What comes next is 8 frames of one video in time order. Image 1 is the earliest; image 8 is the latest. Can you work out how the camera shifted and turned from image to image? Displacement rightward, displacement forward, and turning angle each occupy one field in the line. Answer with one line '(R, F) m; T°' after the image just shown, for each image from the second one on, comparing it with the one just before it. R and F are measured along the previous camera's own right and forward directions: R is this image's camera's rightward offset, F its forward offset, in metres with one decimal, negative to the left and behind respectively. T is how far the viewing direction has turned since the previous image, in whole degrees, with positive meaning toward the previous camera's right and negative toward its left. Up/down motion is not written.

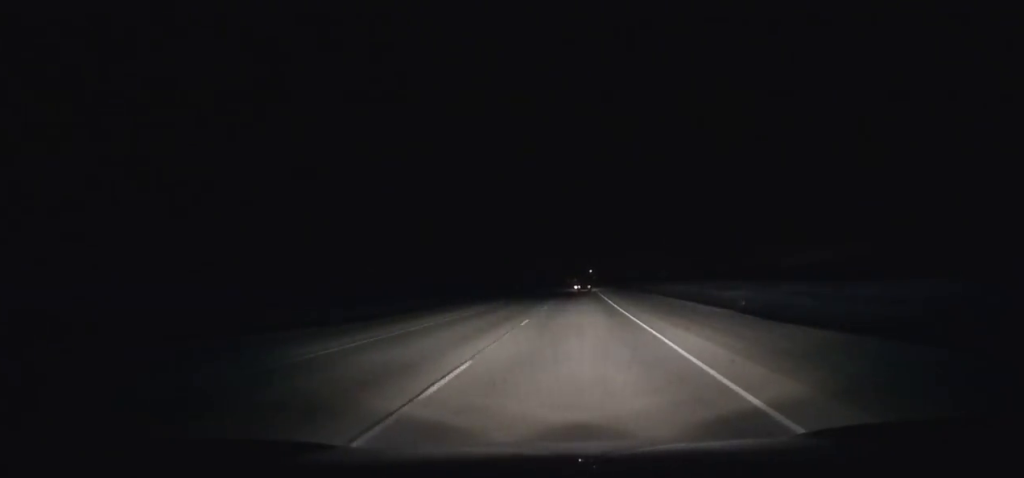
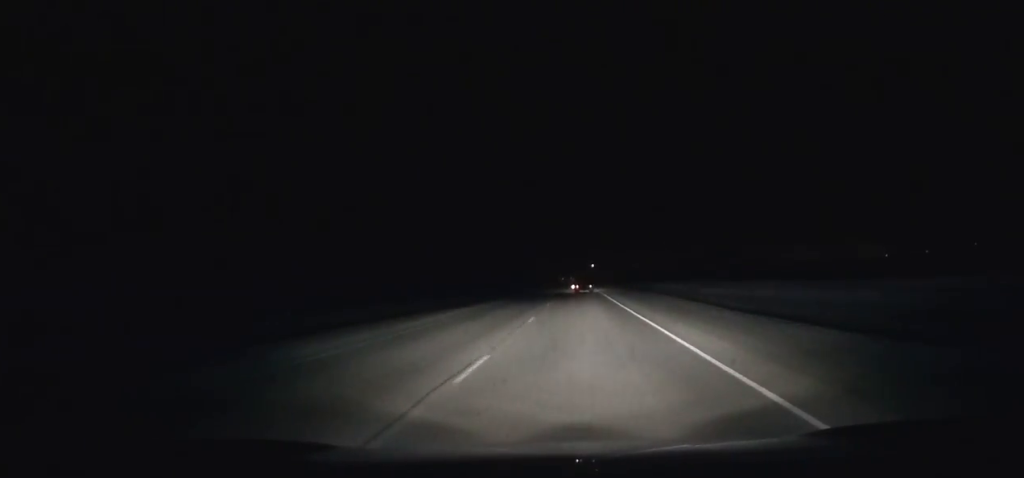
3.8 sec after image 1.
(-0.6, +94.9) m; -1°
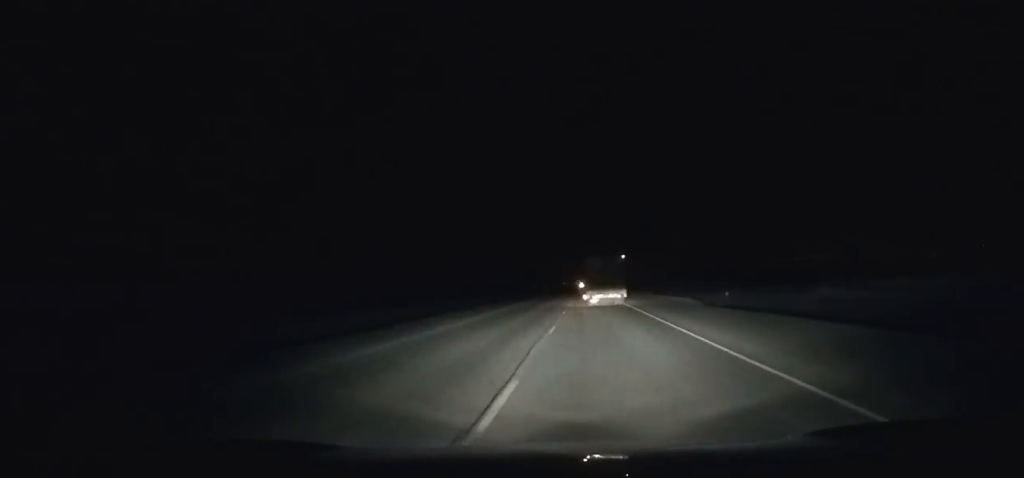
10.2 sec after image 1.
(-0.5, +165.2) m; -1°
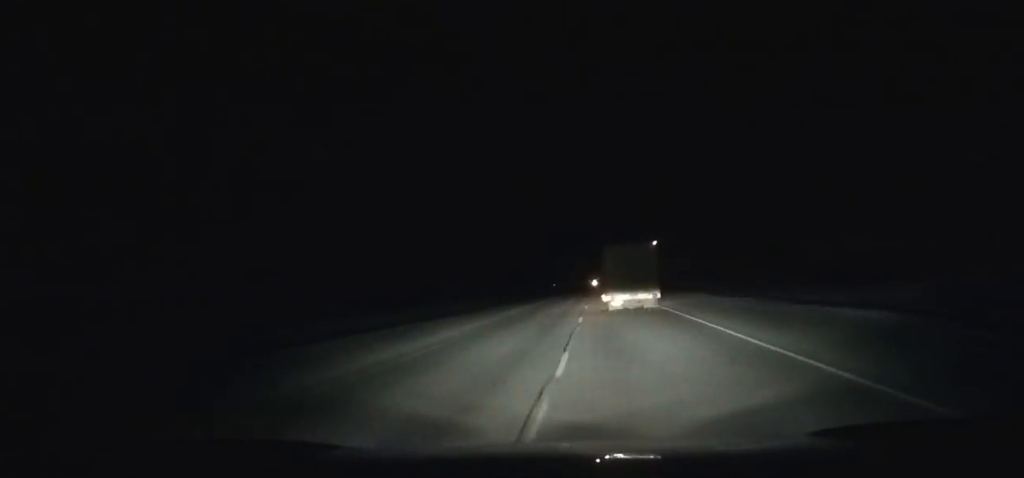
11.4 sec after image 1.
(-0.4, +33.0) m; 0°
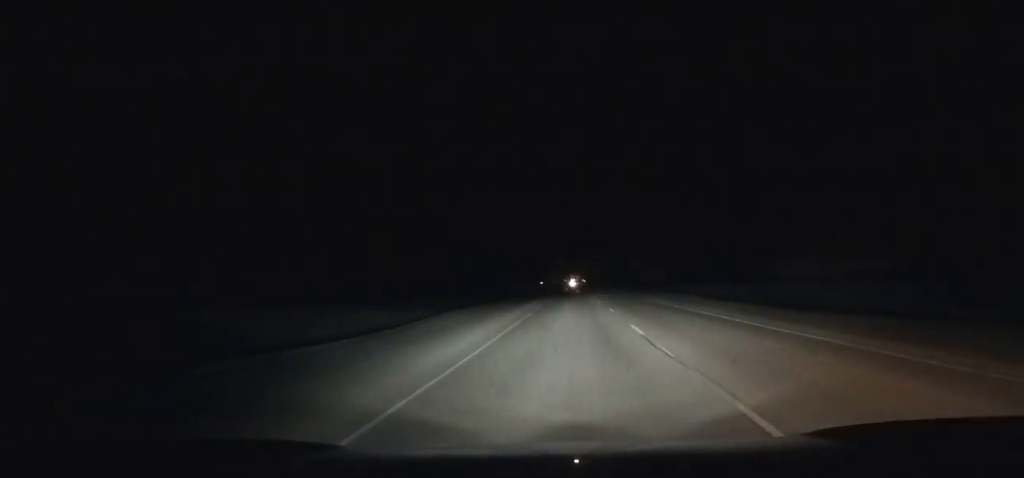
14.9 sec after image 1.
(+1.0, +98.2) m; +2°
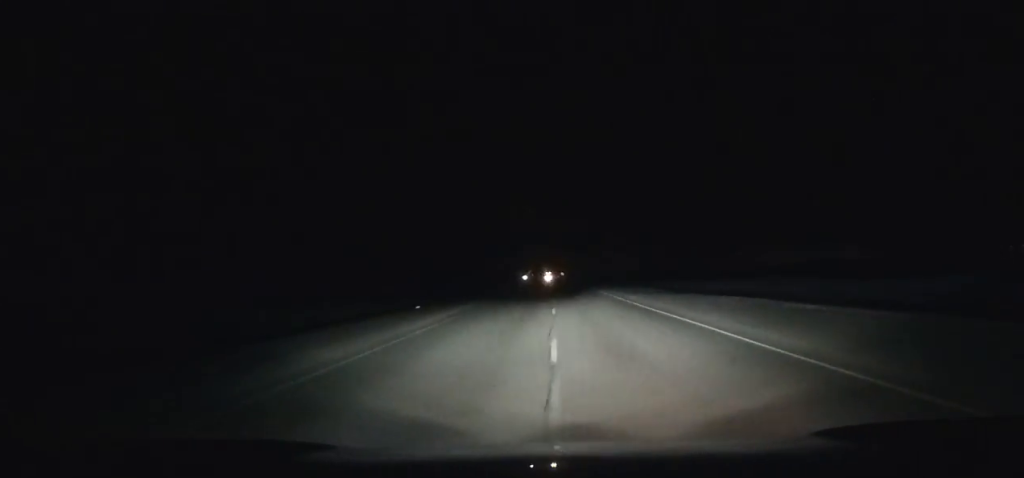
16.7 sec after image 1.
(+0.5, +51.5) m; 0°
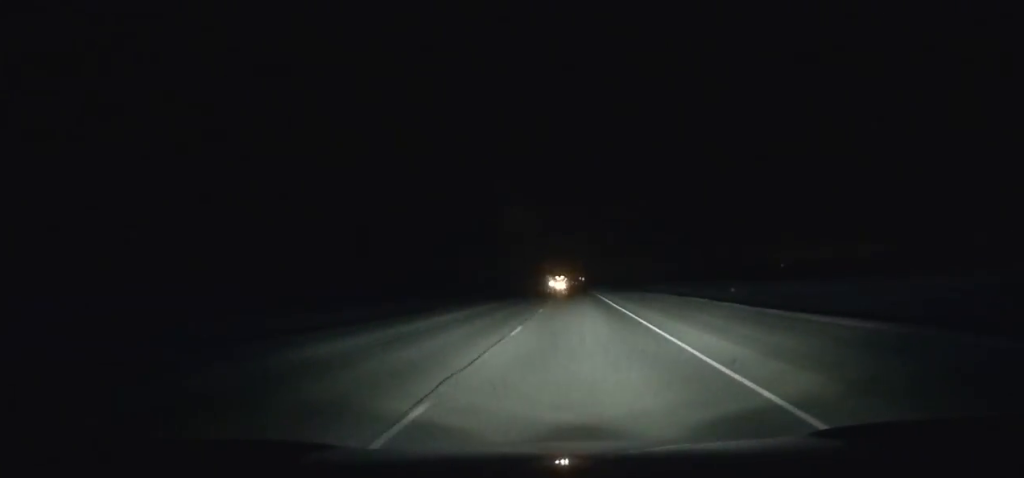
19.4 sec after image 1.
(+0.3, +77.3) m; 0°
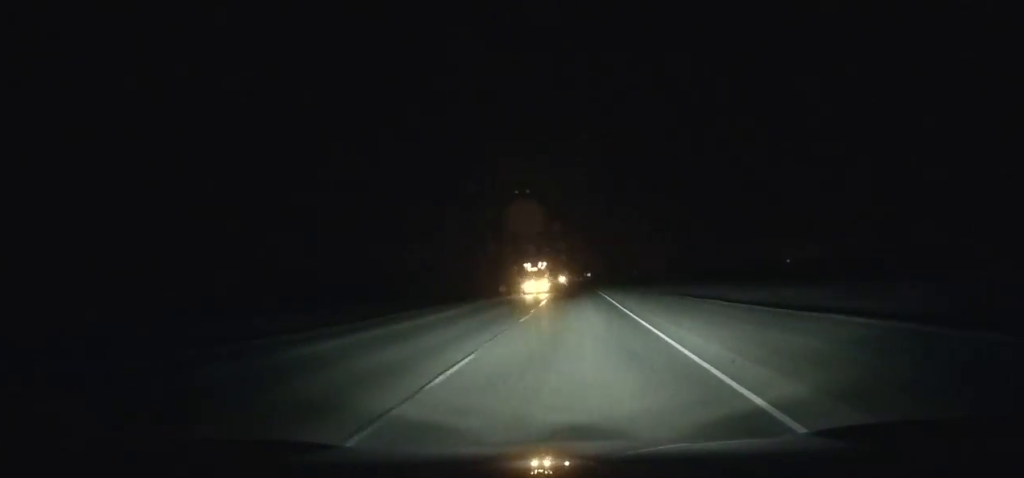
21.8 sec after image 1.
(-0.7, +68.2) m; -1°
